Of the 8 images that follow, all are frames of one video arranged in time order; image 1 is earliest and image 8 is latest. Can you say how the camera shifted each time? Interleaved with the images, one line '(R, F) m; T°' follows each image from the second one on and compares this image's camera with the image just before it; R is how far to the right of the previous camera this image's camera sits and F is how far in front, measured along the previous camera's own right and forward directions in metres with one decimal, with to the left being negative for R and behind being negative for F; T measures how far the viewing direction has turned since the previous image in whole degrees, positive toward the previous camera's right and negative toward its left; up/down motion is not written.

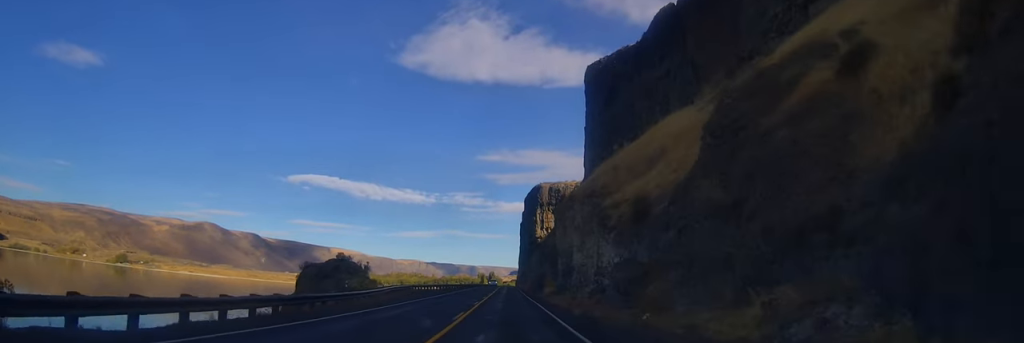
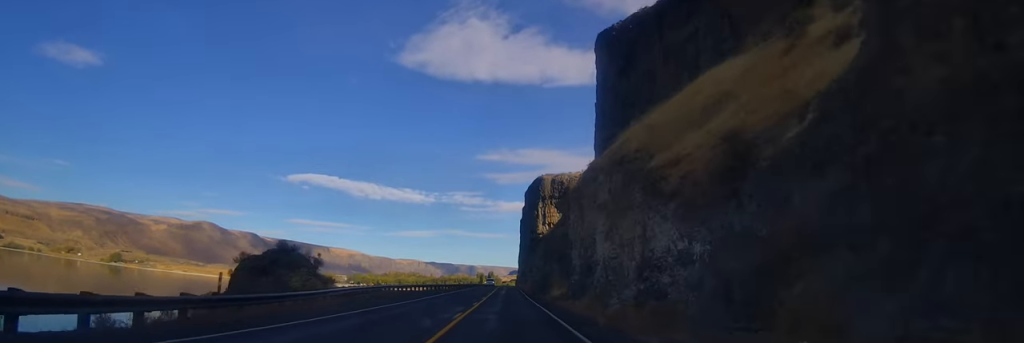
(+0.1, +12.6) m; 0°
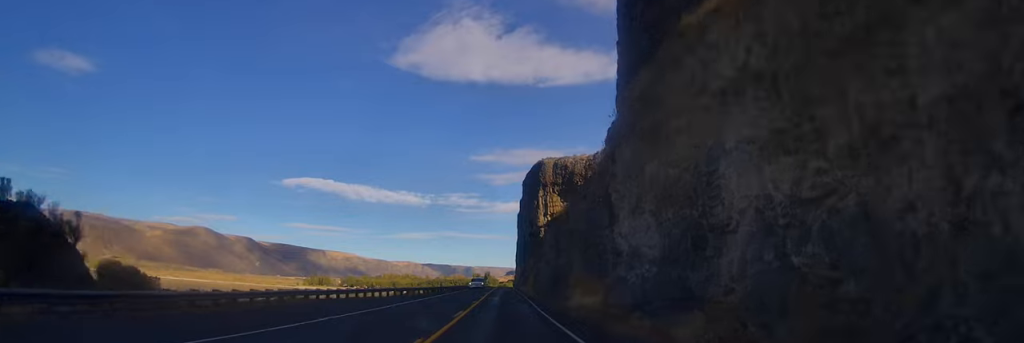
(-0.1, +21.5) m; 0°
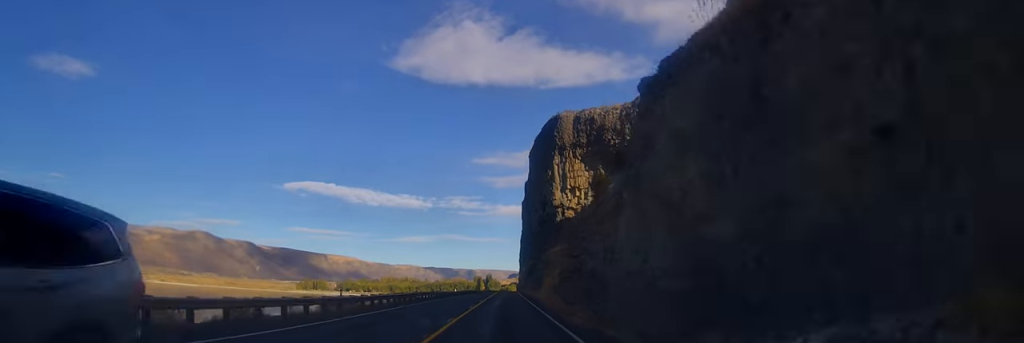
(+0.1, +40.4) m; 0°
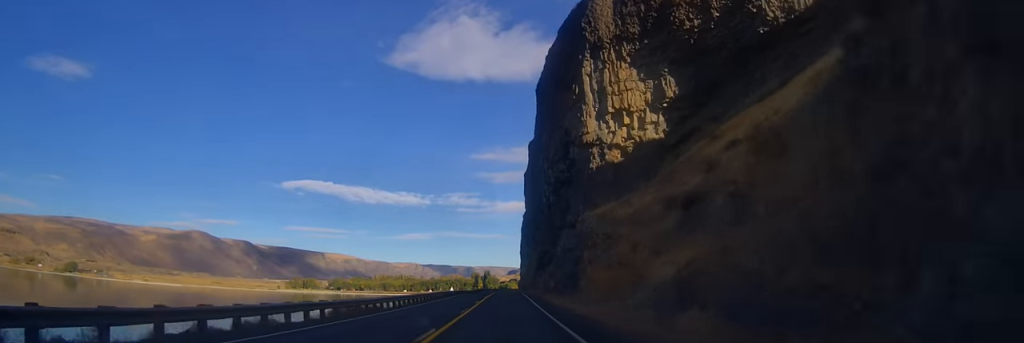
(-0.5, +42.1) m; 0°
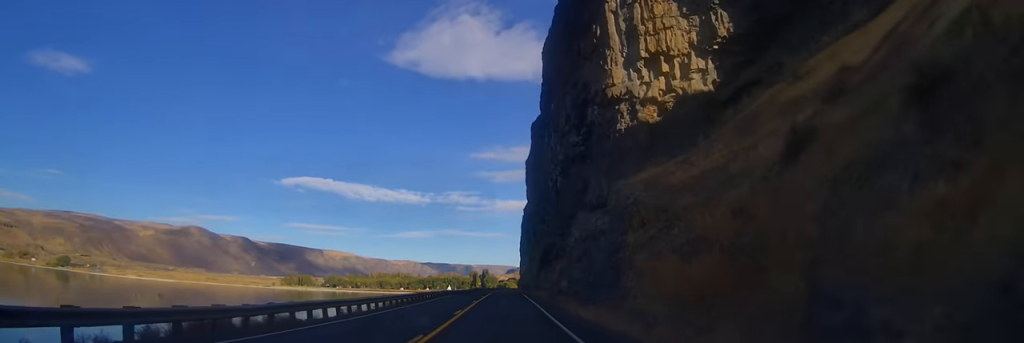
(+0.2, +14.3) m; +1°
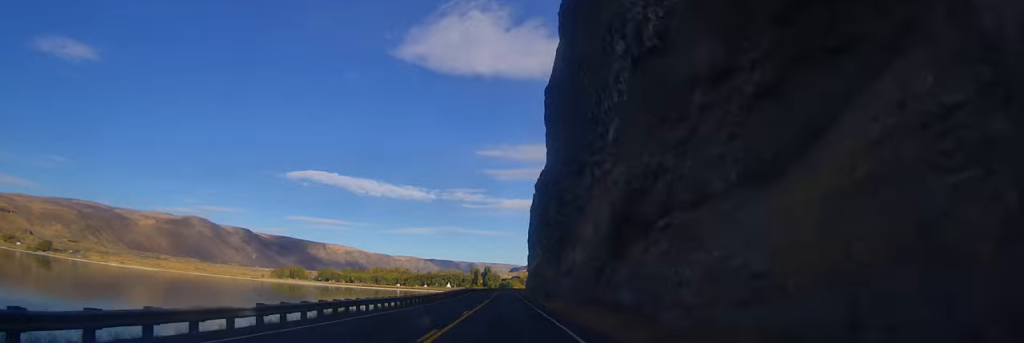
(+0.4, +47.0) m; 0°
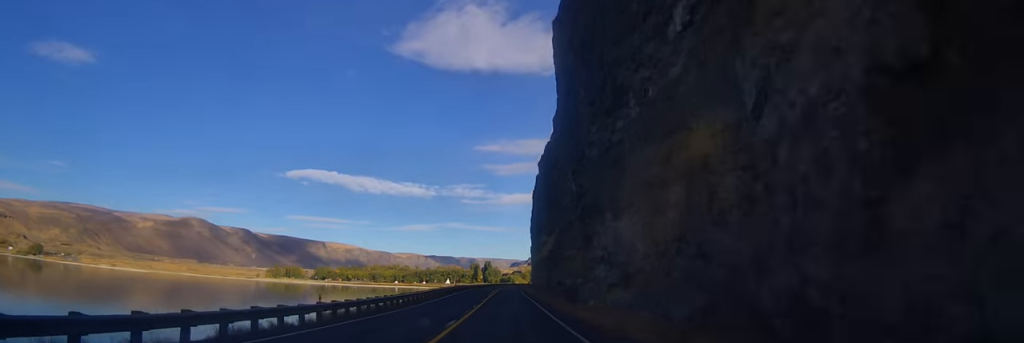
(-0.4, +19.5) m; -1°
